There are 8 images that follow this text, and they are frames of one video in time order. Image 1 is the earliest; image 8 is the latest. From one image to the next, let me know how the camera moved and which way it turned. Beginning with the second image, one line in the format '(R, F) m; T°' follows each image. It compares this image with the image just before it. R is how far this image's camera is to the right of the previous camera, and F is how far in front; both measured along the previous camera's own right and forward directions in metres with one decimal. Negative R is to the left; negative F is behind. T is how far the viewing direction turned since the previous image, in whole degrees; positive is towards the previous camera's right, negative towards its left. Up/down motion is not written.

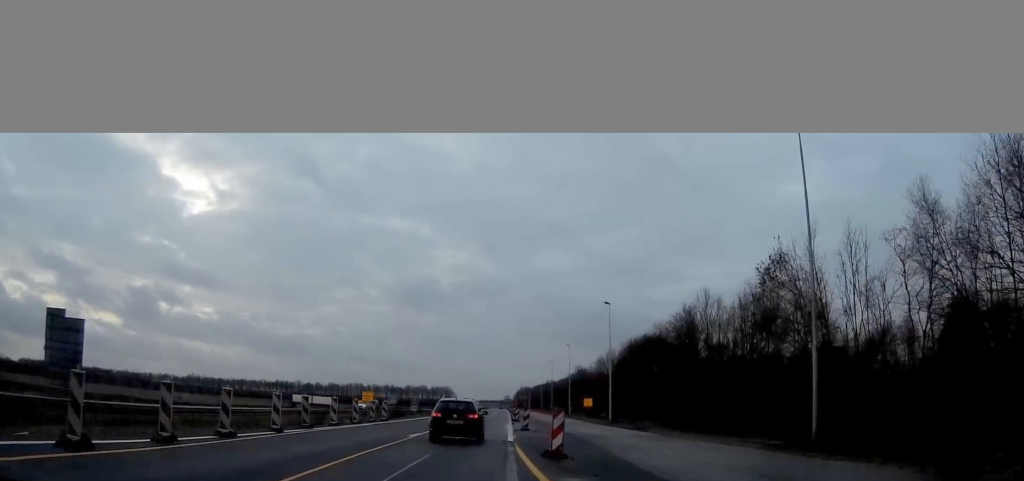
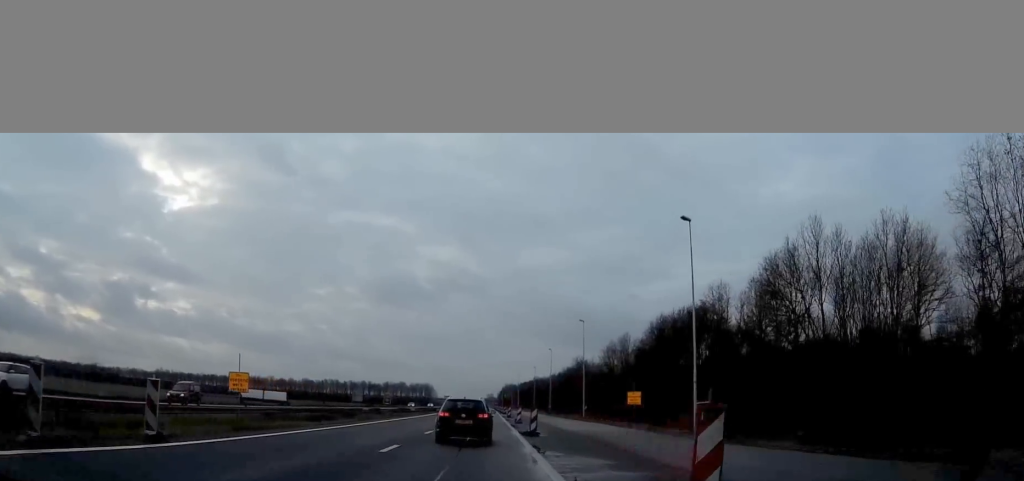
(+0.3, +33.7) m; +1°
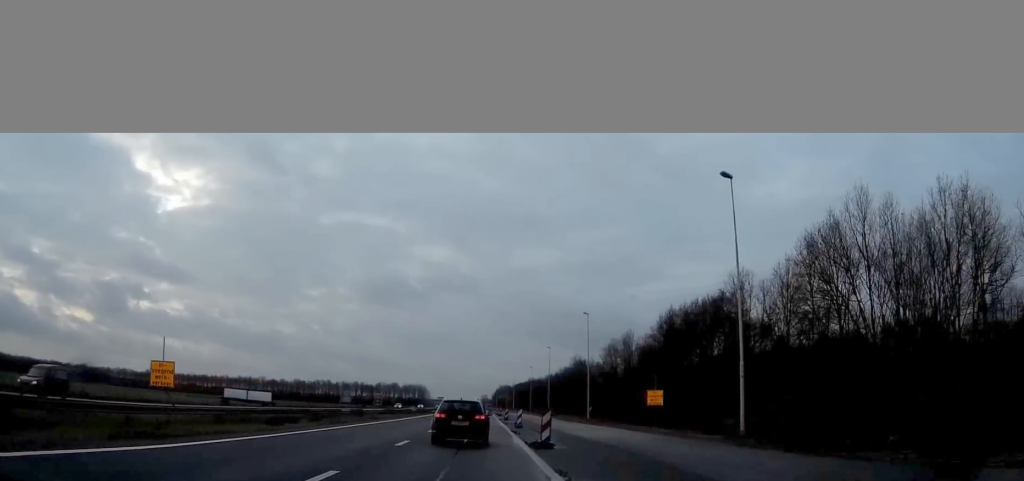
(0.0, +8.4) m; 0°
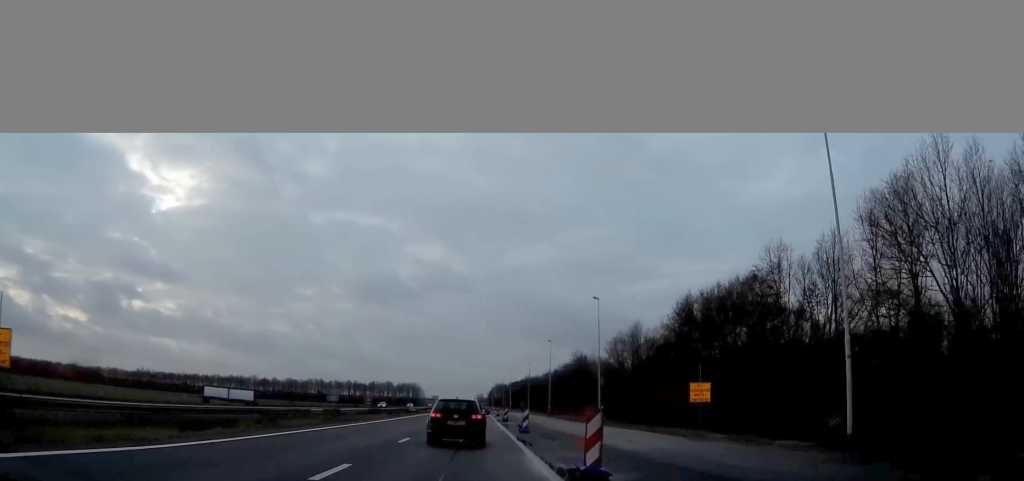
(0.0, +10.5) m; 0°
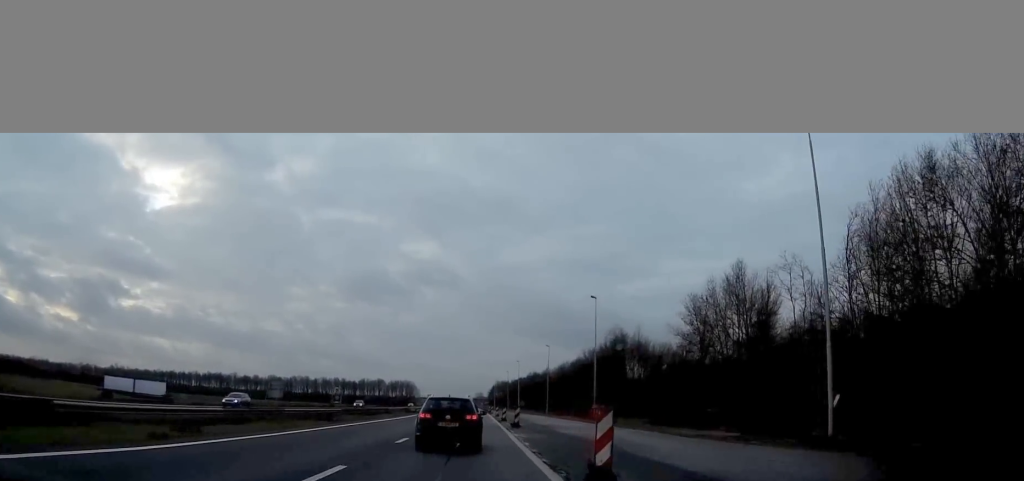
(+0.2, +47.6) m; 0°
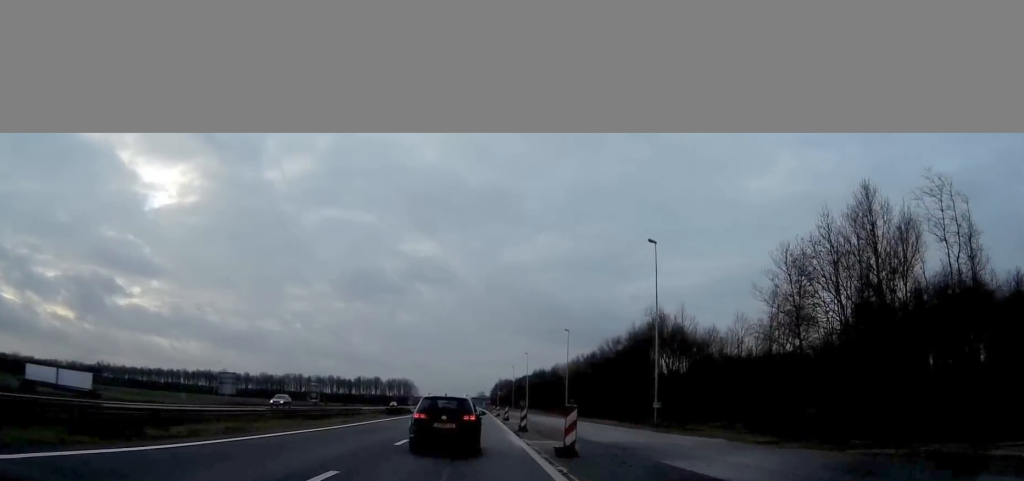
(0.0, +24.8) m; 0°
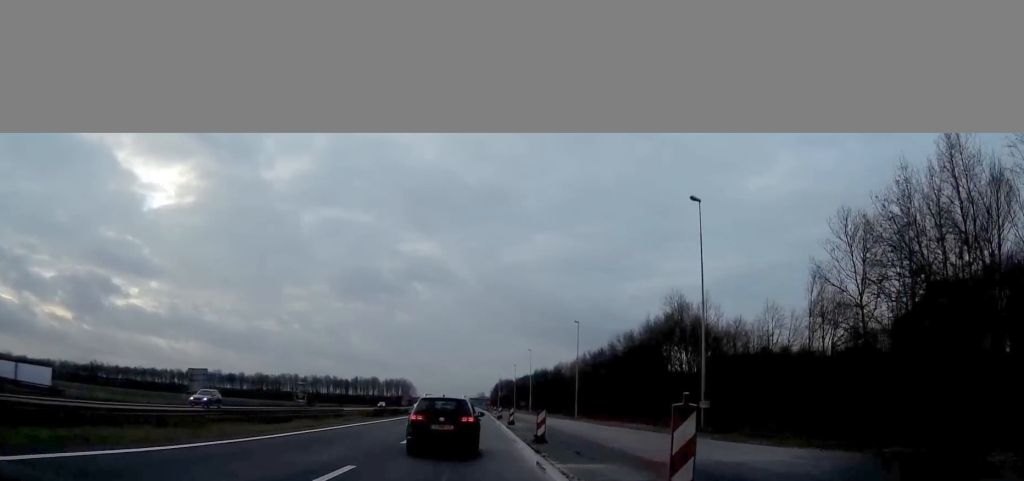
(0.0, +10.2) m; 0°
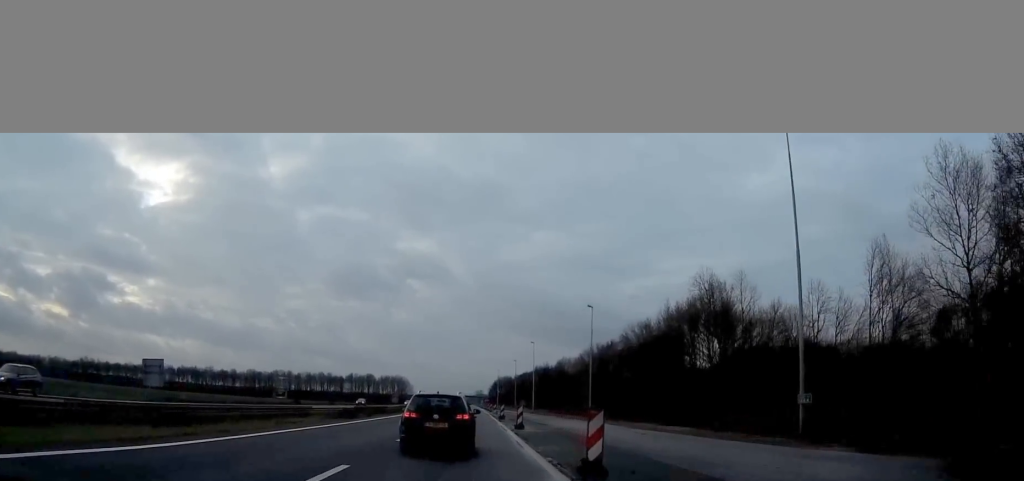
(+0.1, +12.2) m; 0°
